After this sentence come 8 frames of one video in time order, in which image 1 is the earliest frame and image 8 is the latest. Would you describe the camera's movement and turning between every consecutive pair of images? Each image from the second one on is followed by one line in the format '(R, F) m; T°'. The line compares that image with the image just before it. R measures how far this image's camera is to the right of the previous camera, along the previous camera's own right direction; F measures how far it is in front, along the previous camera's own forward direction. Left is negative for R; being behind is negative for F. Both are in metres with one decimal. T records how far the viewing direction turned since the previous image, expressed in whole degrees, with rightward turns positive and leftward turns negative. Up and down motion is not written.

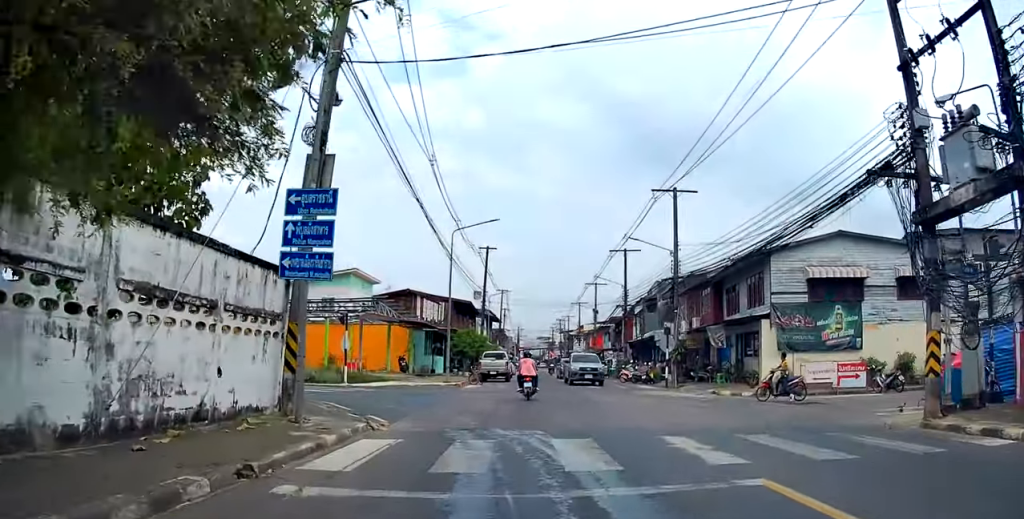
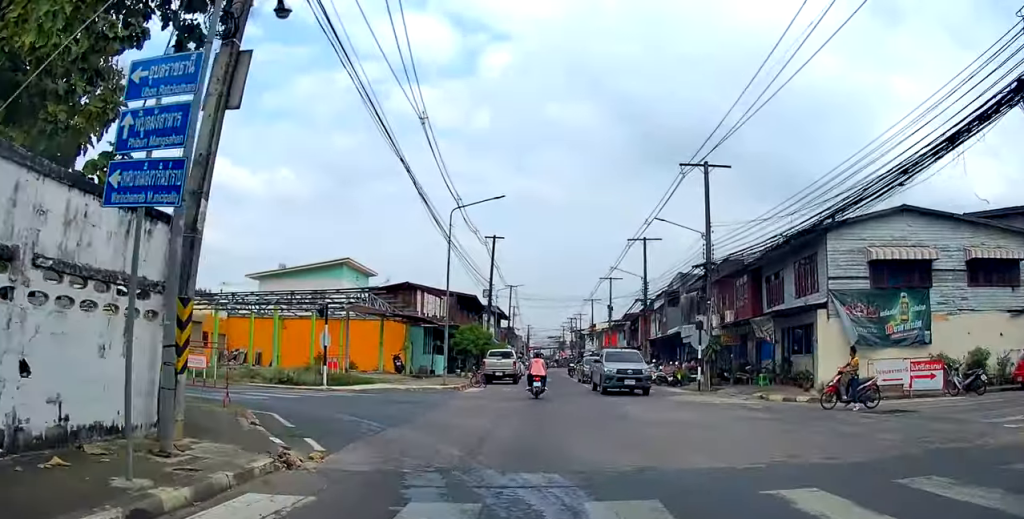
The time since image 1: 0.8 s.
(-0.1, +5.8) m; -2°
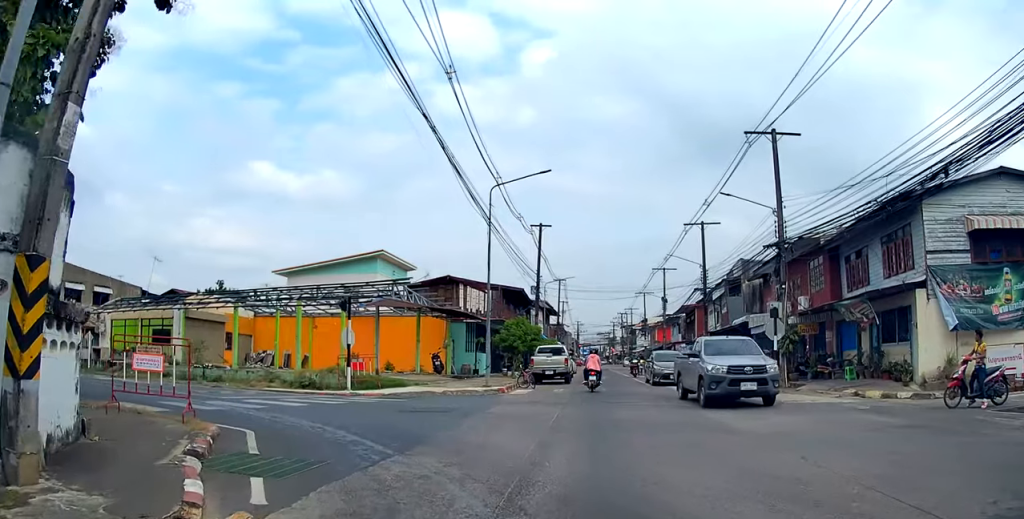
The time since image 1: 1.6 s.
(-0.1, +4.3) m; -1°
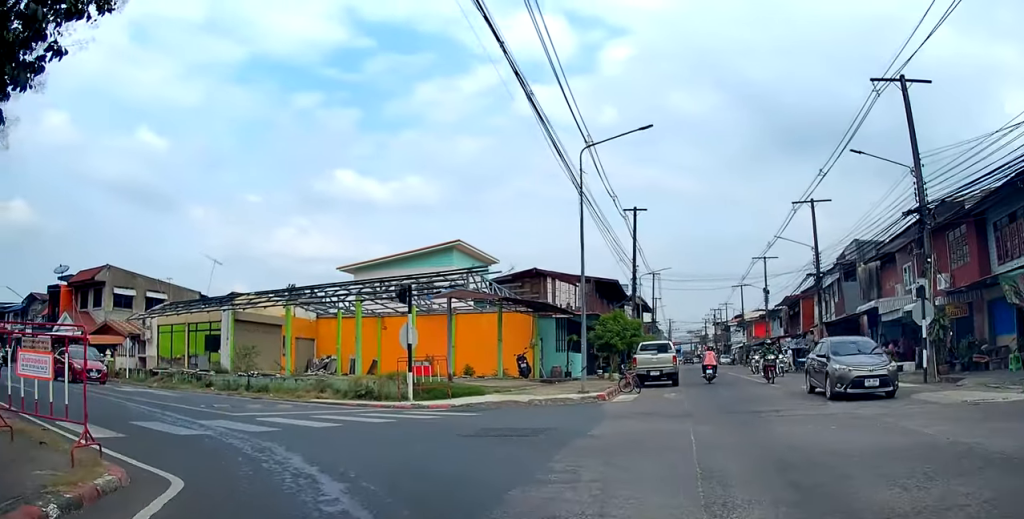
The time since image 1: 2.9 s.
(0.0, +6.0) m; -4°
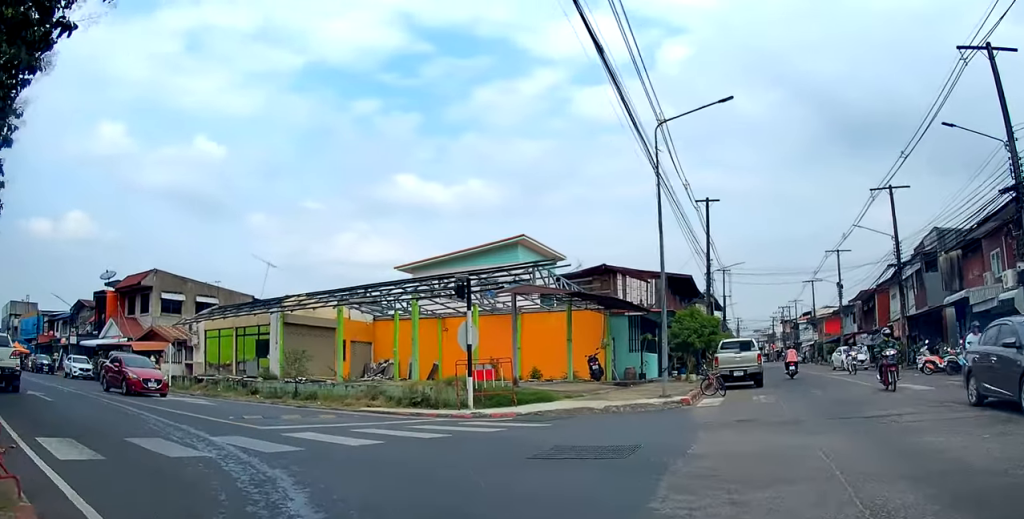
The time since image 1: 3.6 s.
(-0.2, +2.4) m; -10°
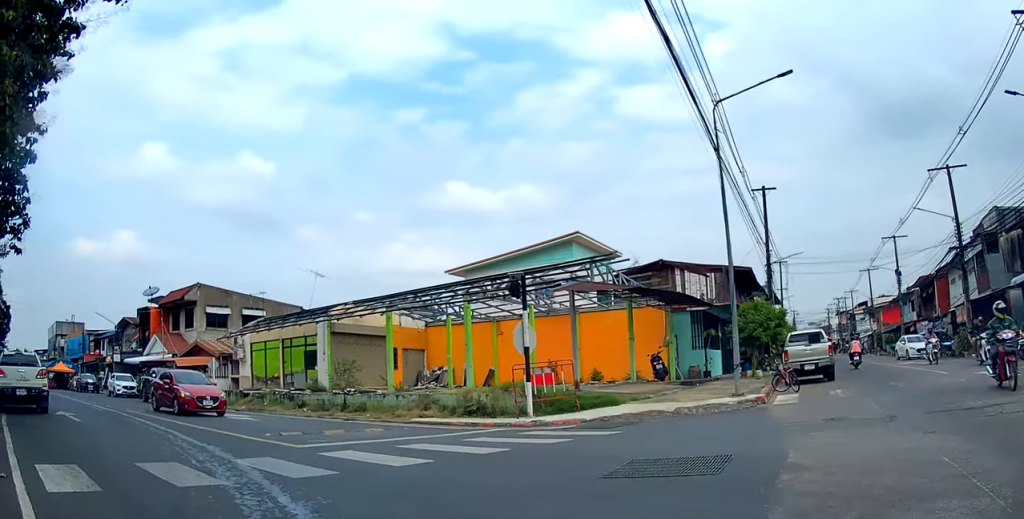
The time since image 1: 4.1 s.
(0.0, +1.4) m; -7°
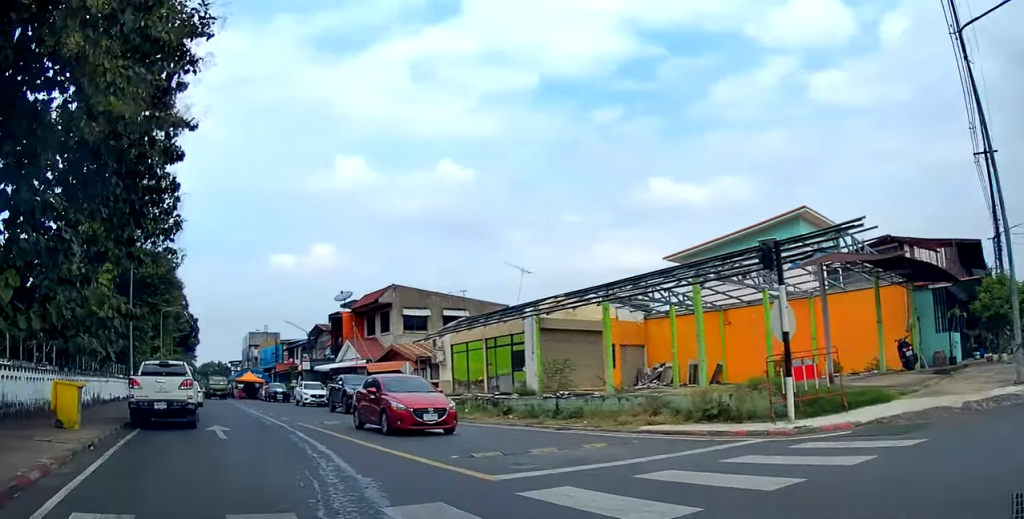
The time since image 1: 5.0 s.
(-0.5, +2.8) m; -10°
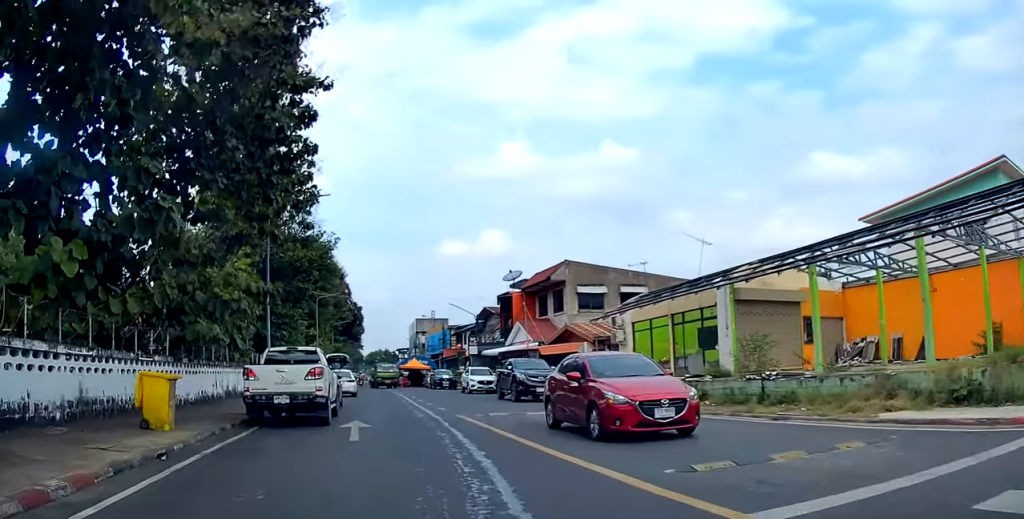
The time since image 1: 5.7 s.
(0.0, +2.7) m; -10°
